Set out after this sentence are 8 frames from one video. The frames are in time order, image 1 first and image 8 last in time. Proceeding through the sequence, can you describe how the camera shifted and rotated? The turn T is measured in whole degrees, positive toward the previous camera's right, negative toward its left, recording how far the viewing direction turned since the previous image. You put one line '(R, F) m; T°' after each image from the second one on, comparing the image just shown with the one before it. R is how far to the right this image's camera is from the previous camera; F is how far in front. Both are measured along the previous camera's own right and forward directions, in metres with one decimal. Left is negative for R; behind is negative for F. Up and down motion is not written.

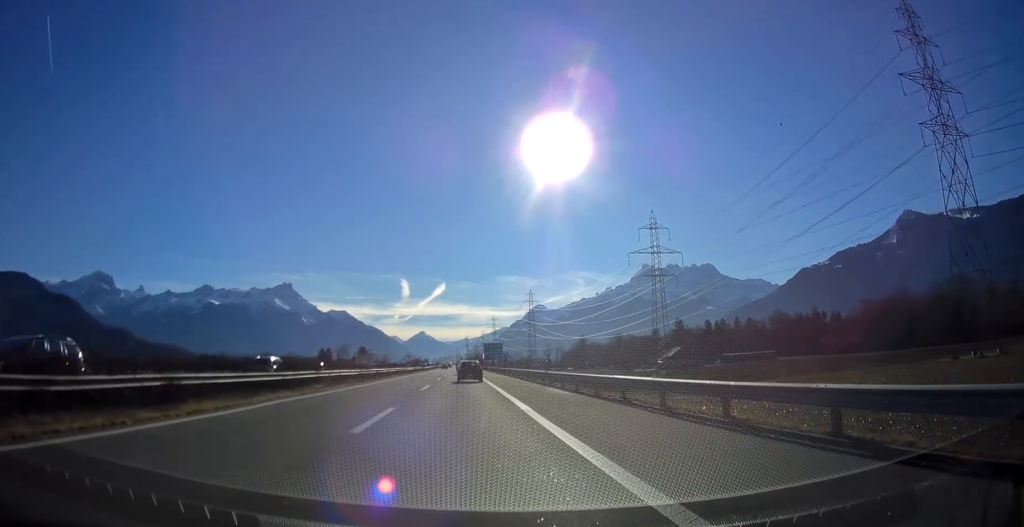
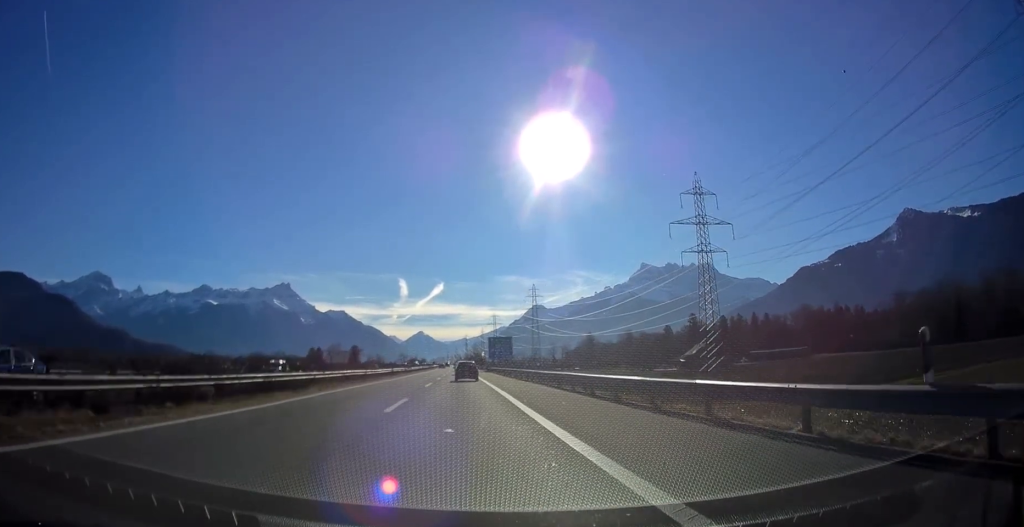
(0.0, +31.1) m; 0°
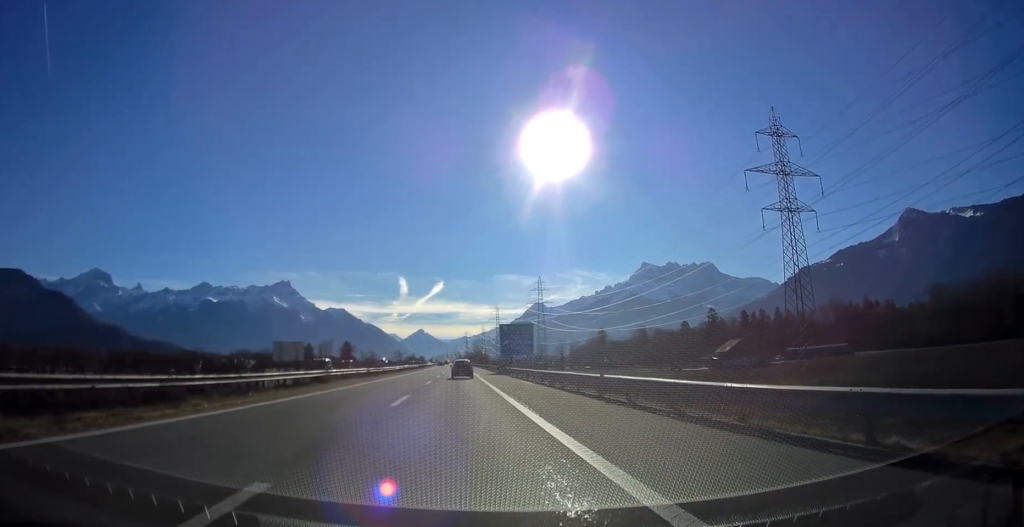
(0.0, +33.5) m; 0°
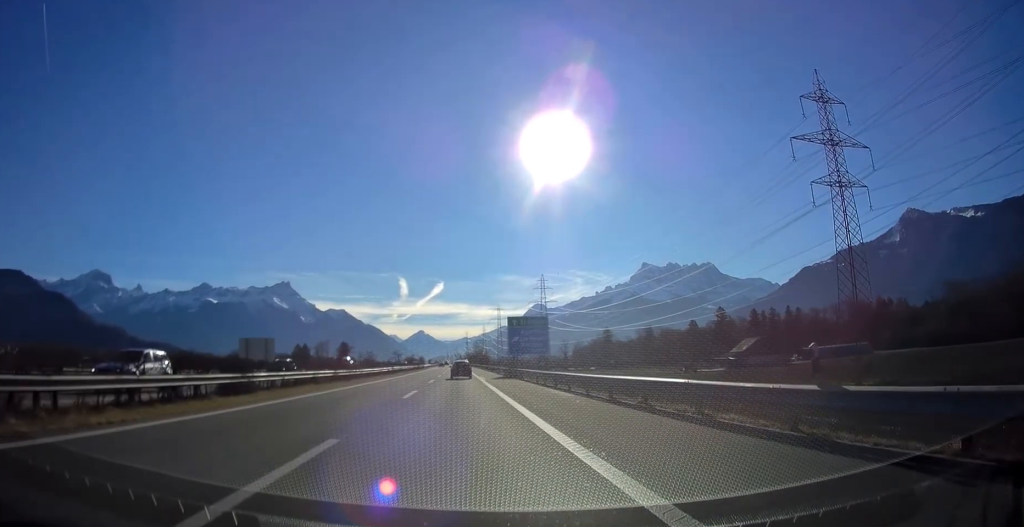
(0.0, +13.4) m; 0°
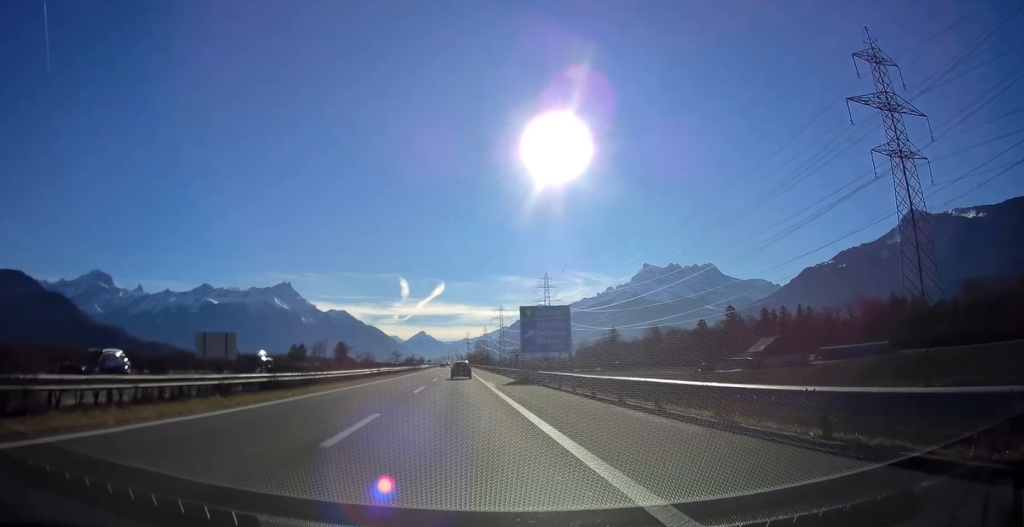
(0.0, +13.5) m; 0°
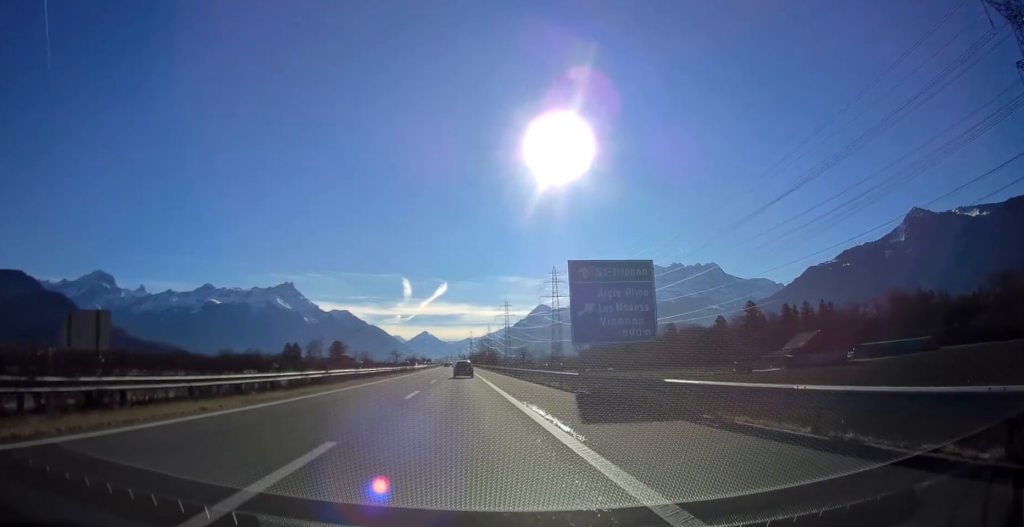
(0.0, +23.7) m; 0°
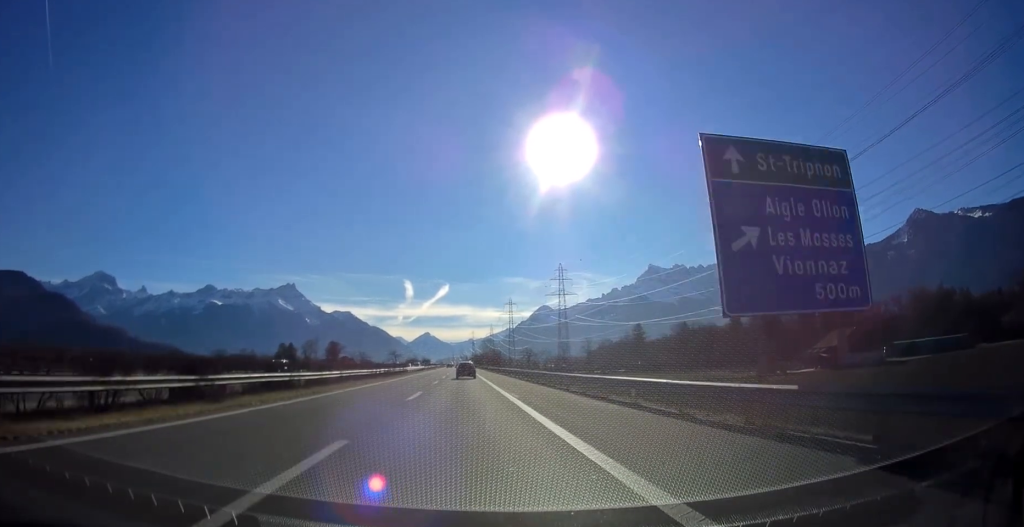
(+0.1, +17.0) m; 0°
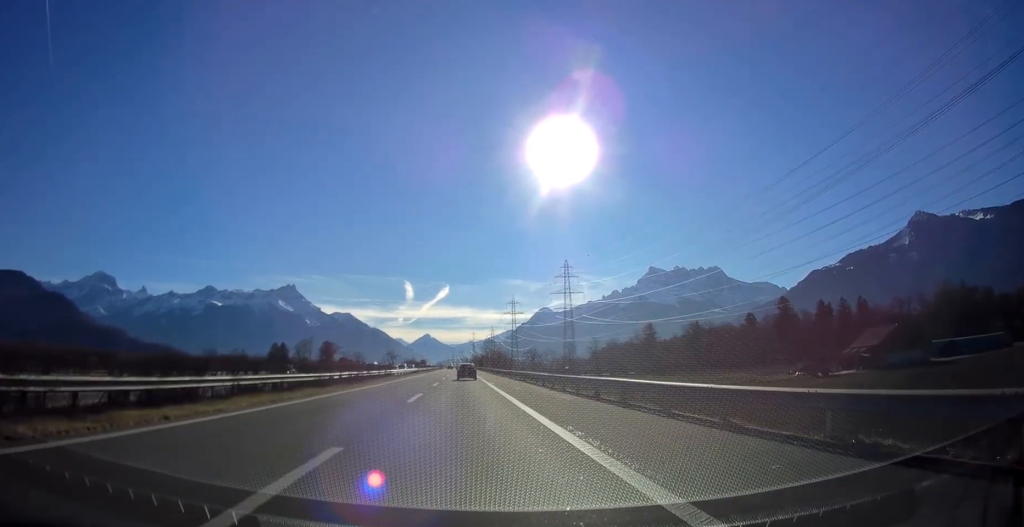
(-0.2, +18.9) m; 0°
